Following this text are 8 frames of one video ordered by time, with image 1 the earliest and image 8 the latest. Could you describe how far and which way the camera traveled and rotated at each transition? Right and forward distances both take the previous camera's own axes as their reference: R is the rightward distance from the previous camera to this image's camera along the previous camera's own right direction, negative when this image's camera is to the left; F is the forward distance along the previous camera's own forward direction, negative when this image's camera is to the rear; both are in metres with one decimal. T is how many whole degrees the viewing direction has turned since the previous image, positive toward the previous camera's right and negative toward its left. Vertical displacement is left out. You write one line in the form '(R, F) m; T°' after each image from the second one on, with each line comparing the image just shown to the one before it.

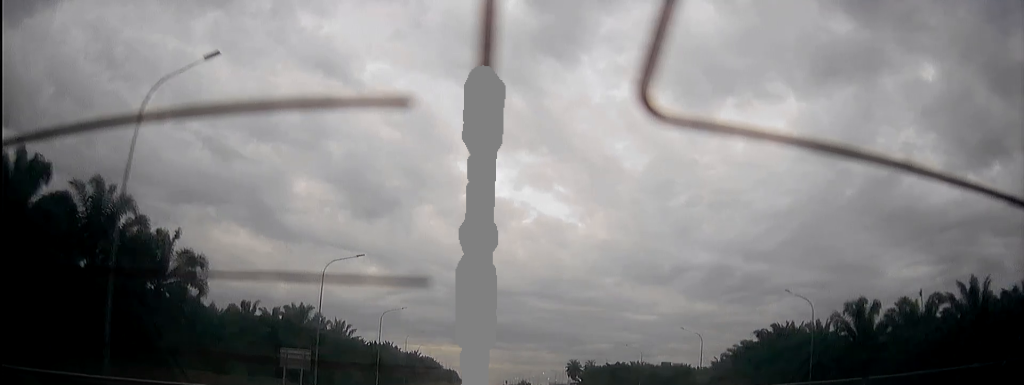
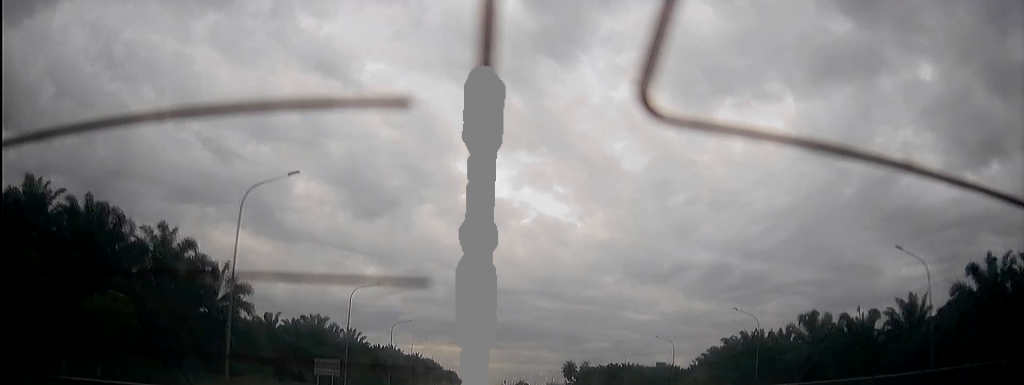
(0.0, +11.6) m; 0°
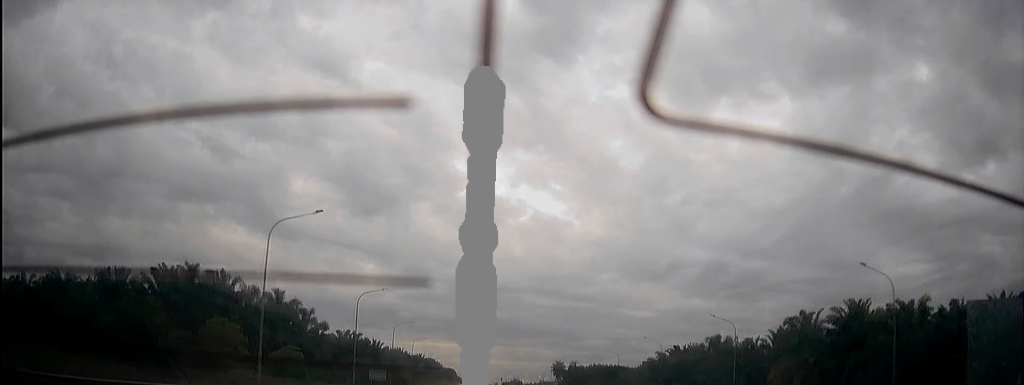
(-0.1, +33.8) m; 0°
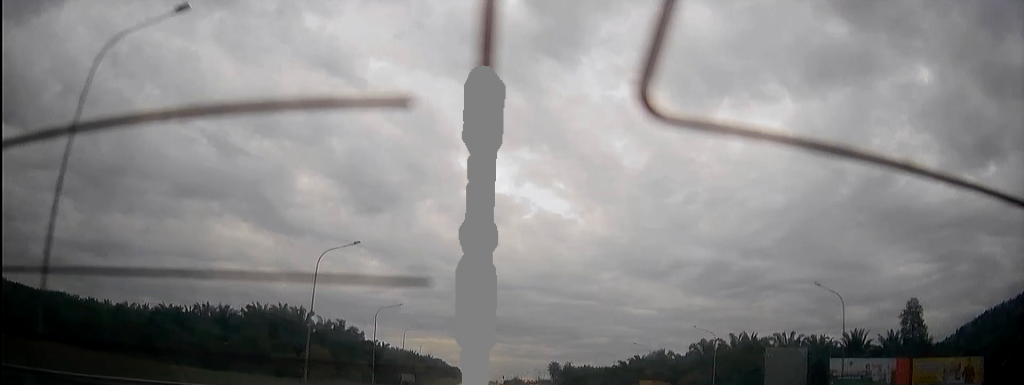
(0.0, +39.6) m; 0°
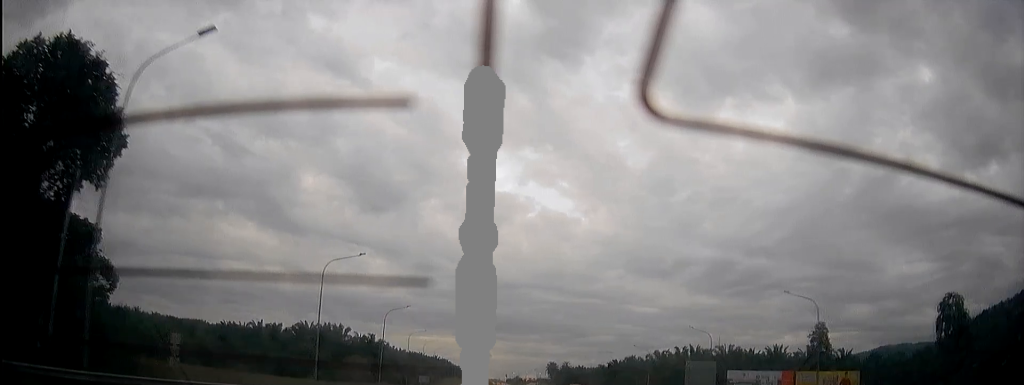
(+0.1, +32.6) m; 0°
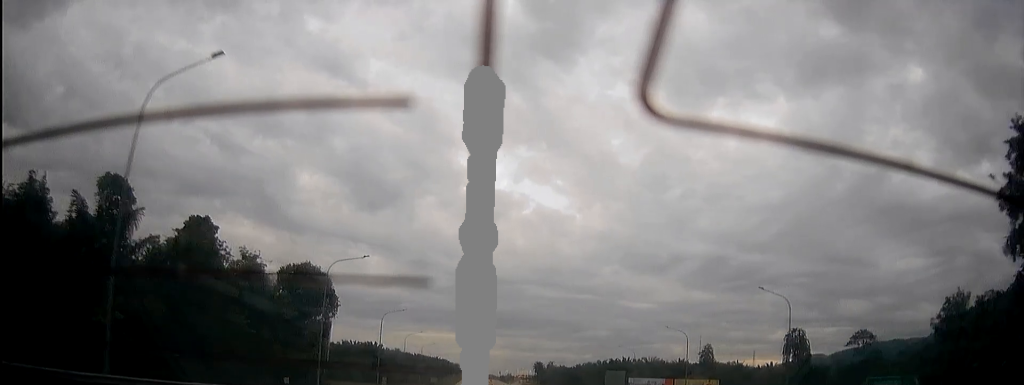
(0.0, +62.8) m; 0°
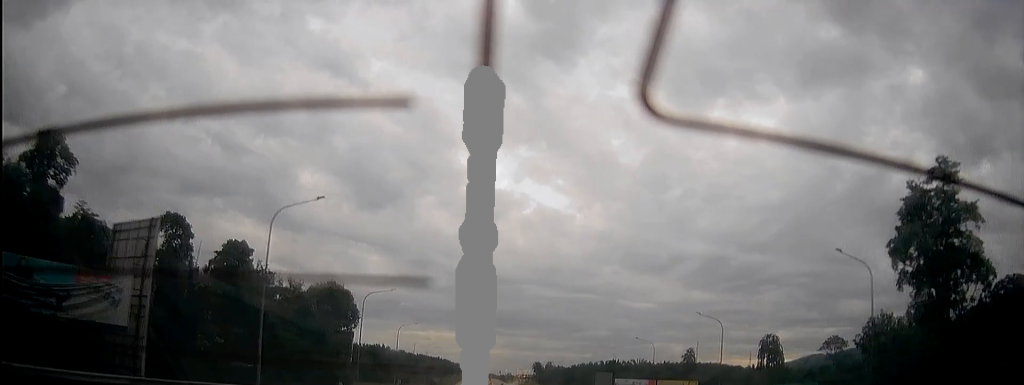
(0.0, +16.2) m; 0°
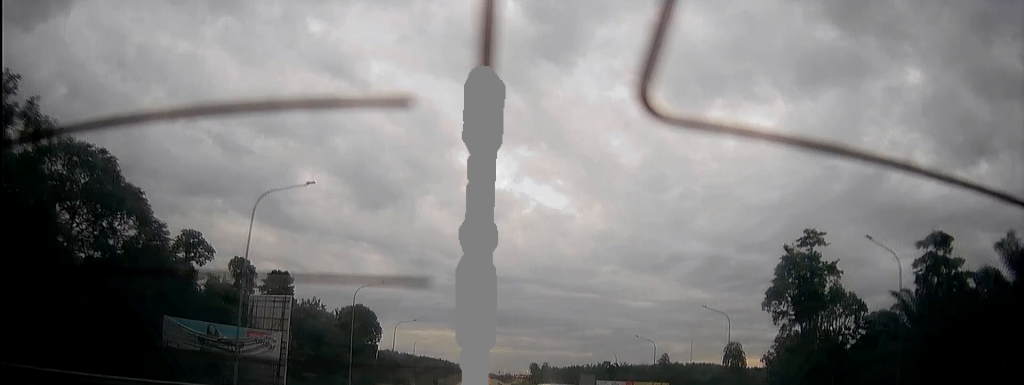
(0.0, +26.4) m; 0°
